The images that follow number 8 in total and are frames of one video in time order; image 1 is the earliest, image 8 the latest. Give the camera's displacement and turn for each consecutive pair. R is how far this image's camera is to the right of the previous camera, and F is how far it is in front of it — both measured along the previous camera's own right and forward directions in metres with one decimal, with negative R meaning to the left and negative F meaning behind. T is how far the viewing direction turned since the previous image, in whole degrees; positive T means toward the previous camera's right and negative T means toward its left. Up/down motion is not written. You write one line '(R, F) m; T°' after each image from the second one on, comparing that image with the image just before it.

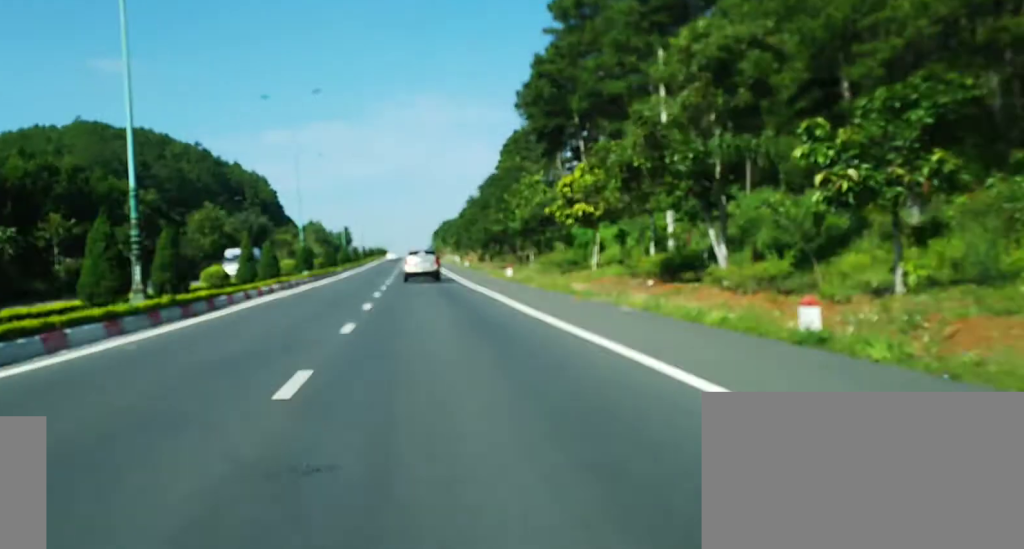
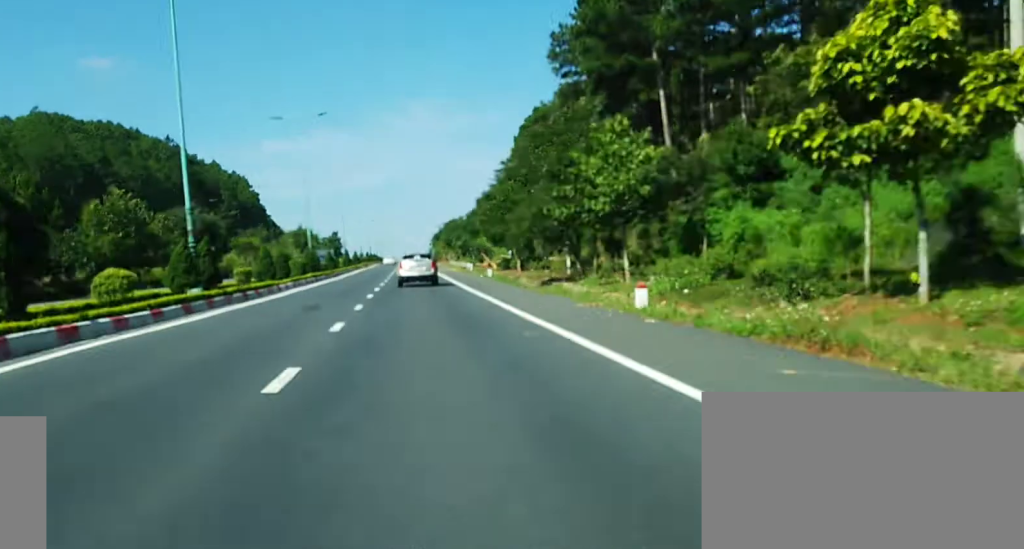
(+0.4, +31.7) m; +1°
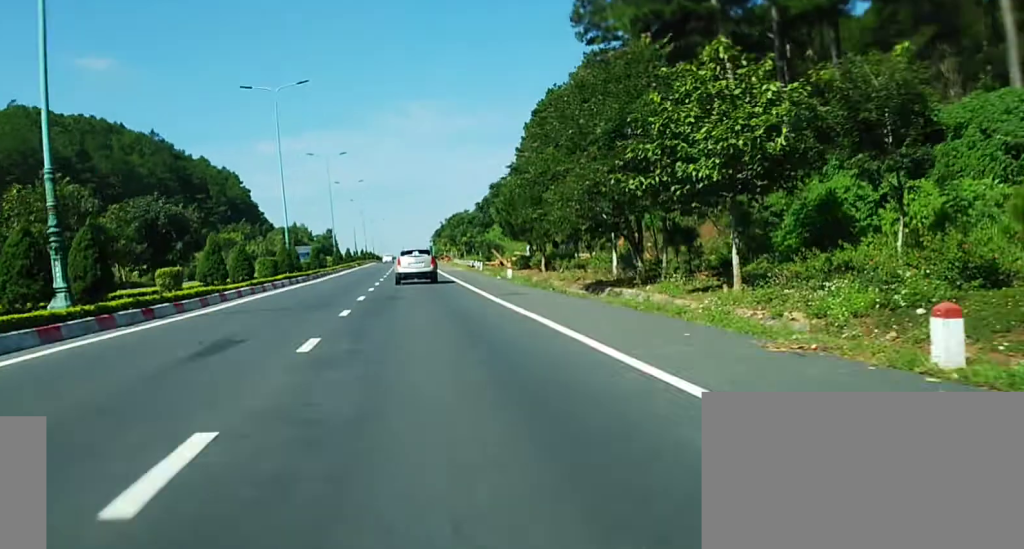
(0.0, +12.6) m; 0°
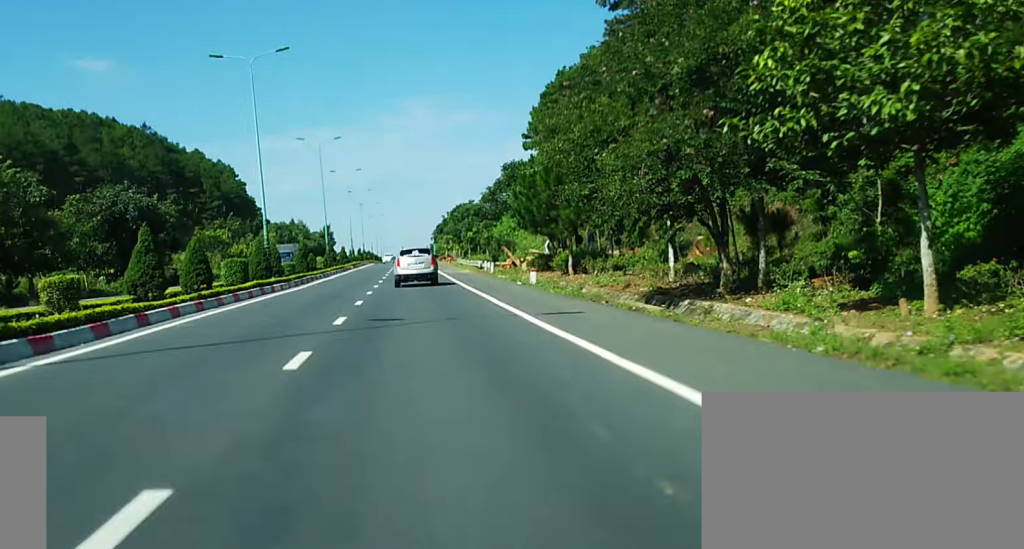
(0.0, +9.5) m; 0°
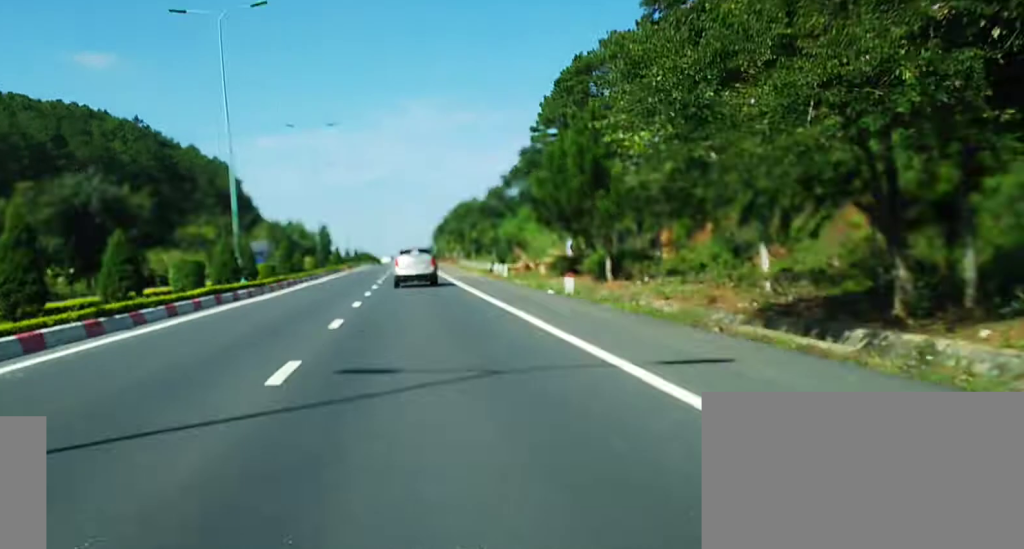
(-0.1, +9.4) m; 0°
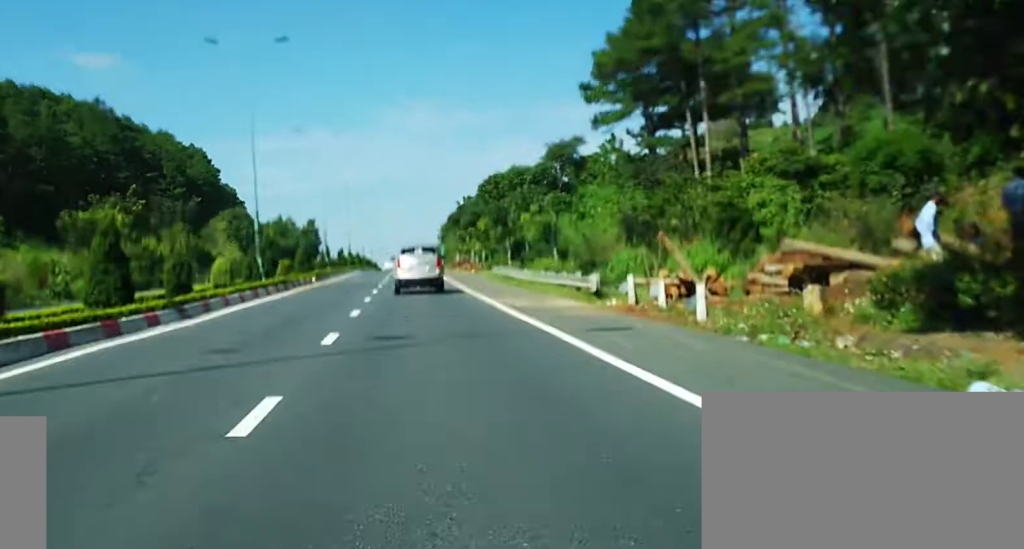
(-0.1, +34.5) m; 0°
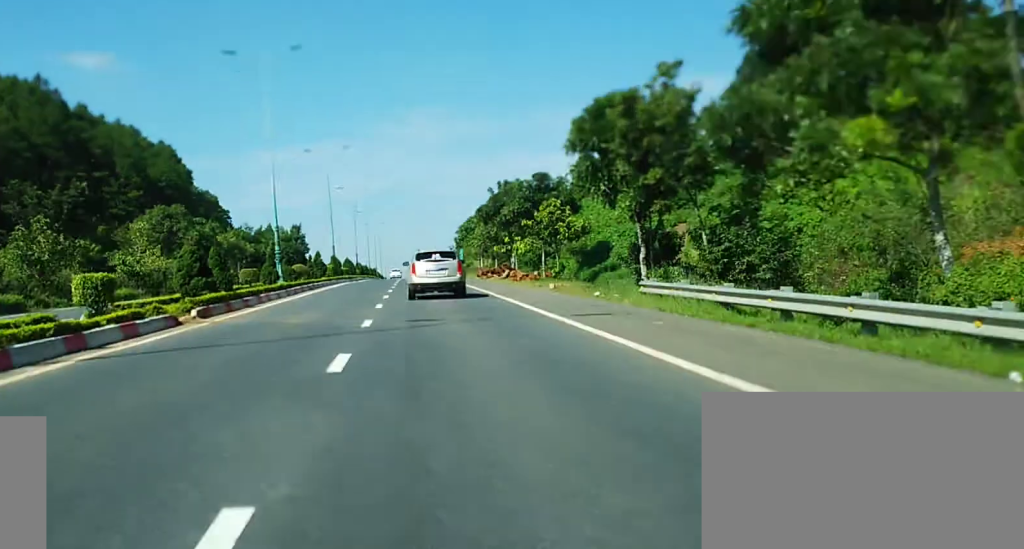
(-0.4, +37.3) m; -1°
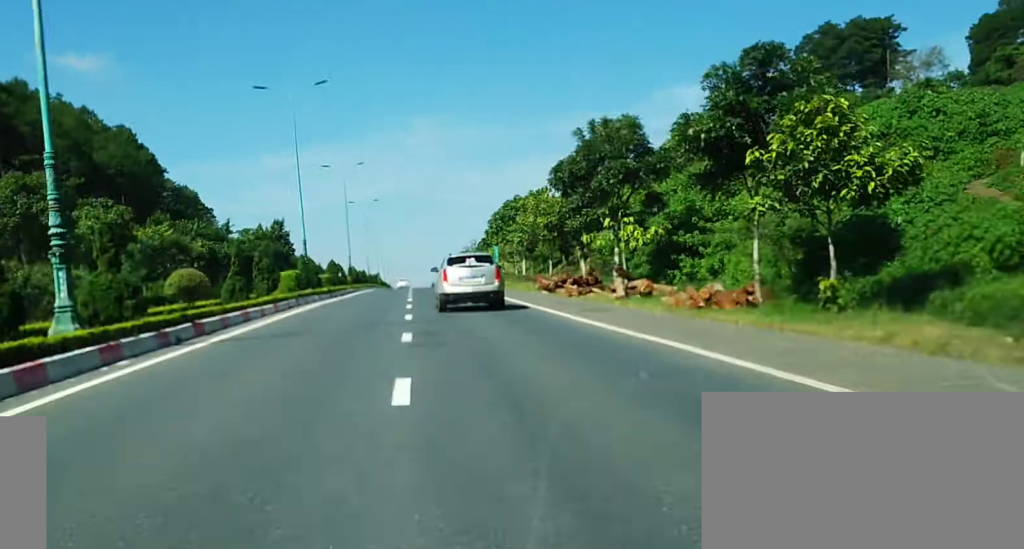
(0.0, +33.8) m; 0°
